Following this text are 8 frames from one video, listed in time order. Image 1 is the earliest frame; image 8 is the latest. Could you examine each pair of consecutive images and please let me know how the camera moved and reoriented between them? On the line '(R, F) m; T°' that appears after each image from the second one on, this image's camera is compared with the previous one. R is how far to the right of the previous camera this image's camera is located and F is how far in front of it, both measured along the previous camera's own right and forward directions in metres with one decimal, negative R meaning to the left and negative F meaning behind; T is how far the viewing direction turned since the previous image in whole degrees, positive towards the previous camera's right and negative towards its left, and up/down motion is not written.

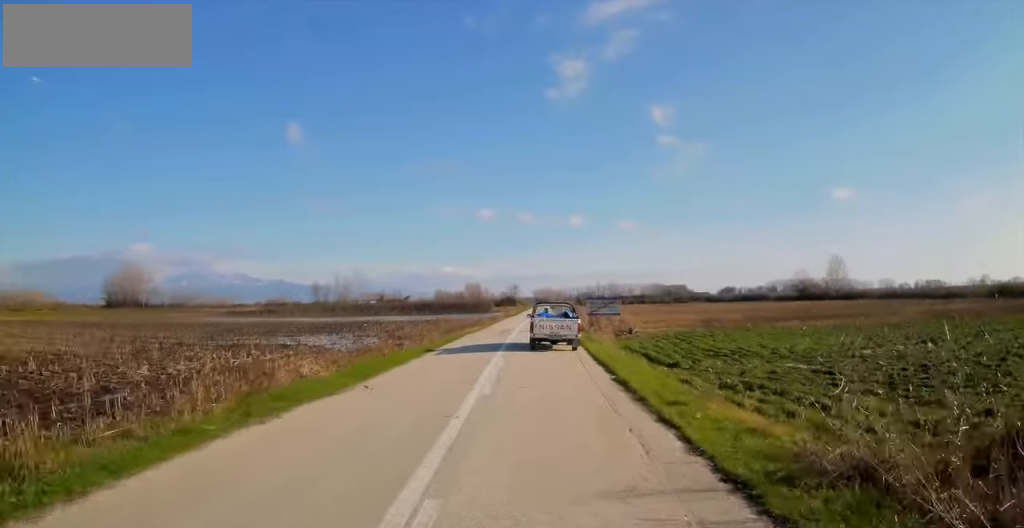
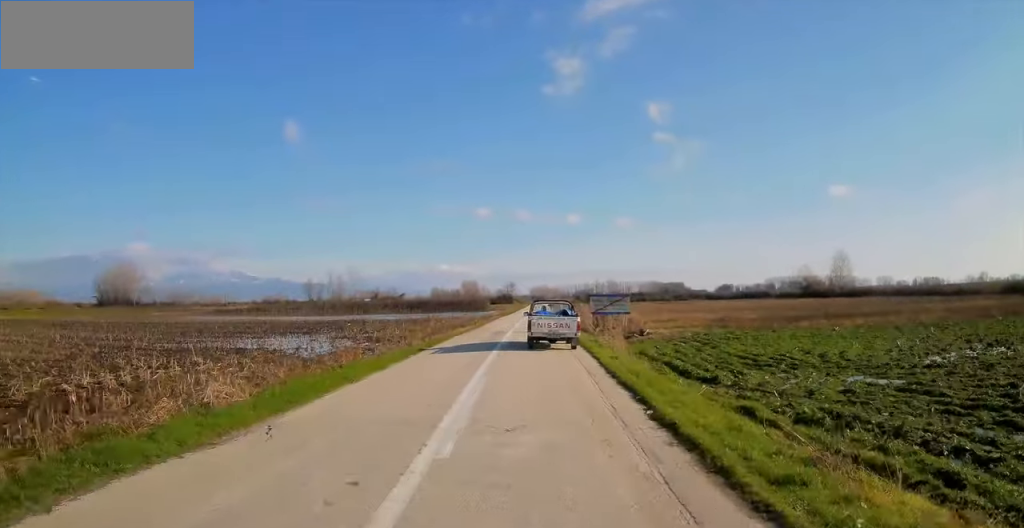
(0.0, +4.7) m; +1°
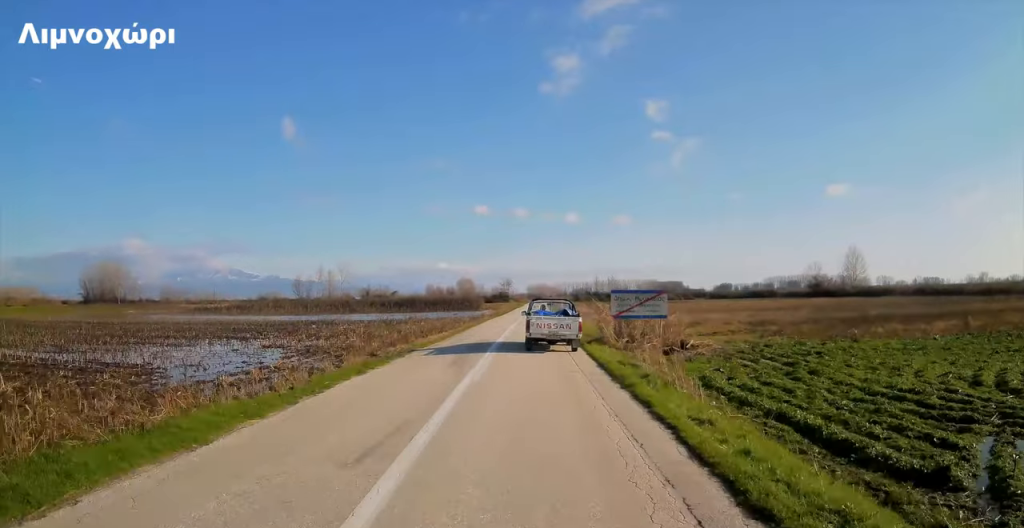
(+0.1, +9.2) m; 0°
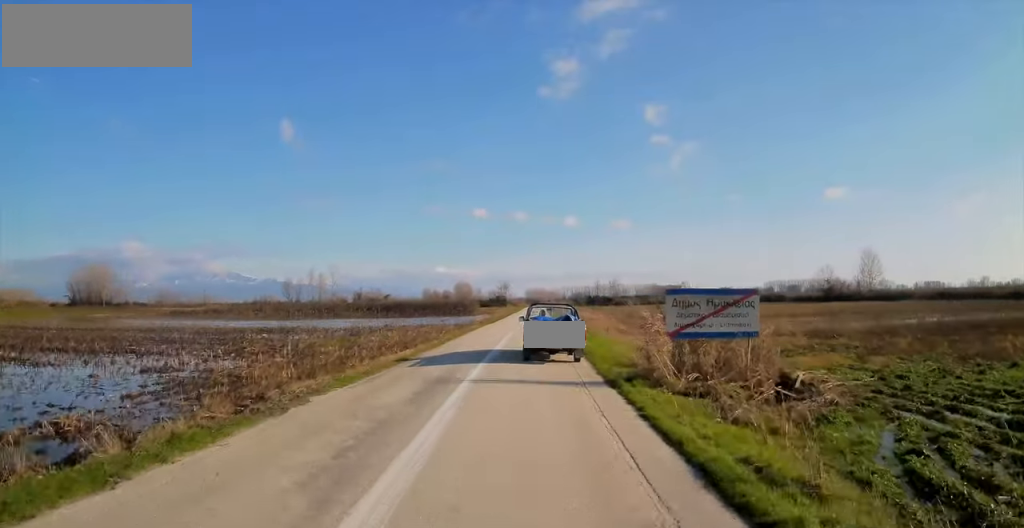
(-0.1, +9.3) m; +1°
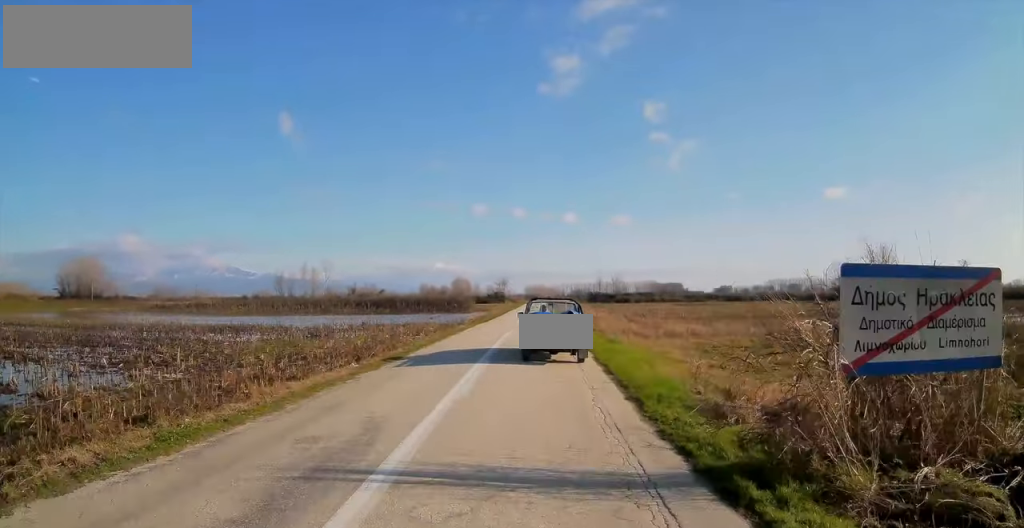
(+0.1, +7.4) m; 0°
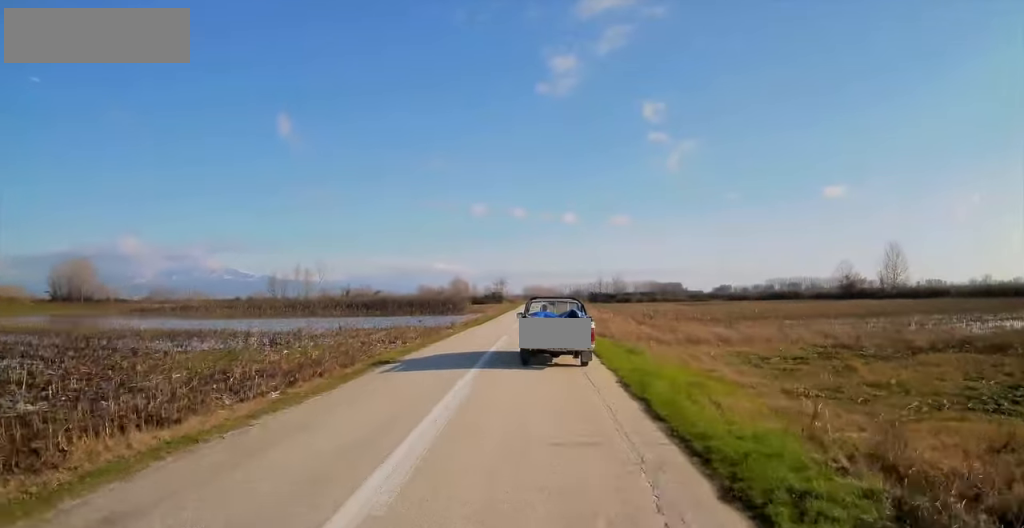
(+0.1, +5.3) m; -1°
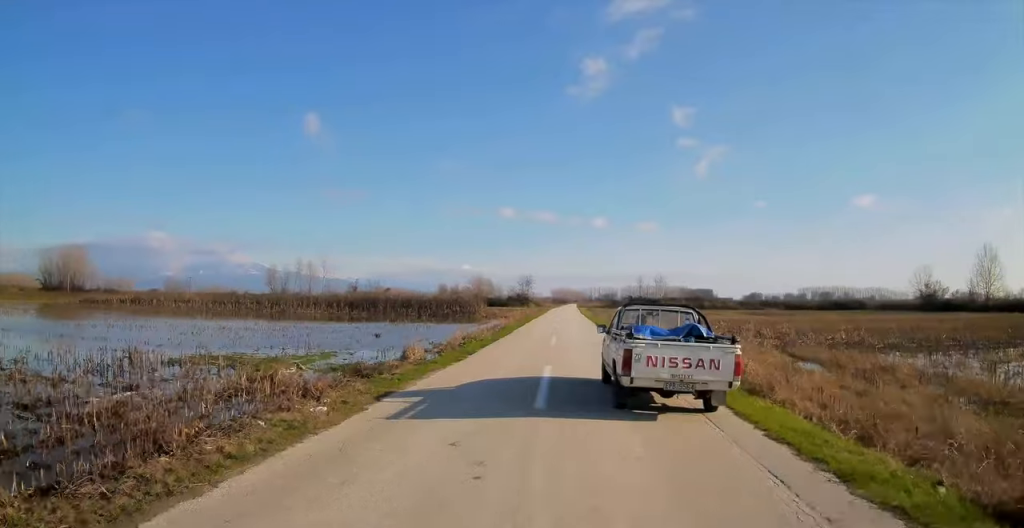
(-1.5, +24.4) m; -4°
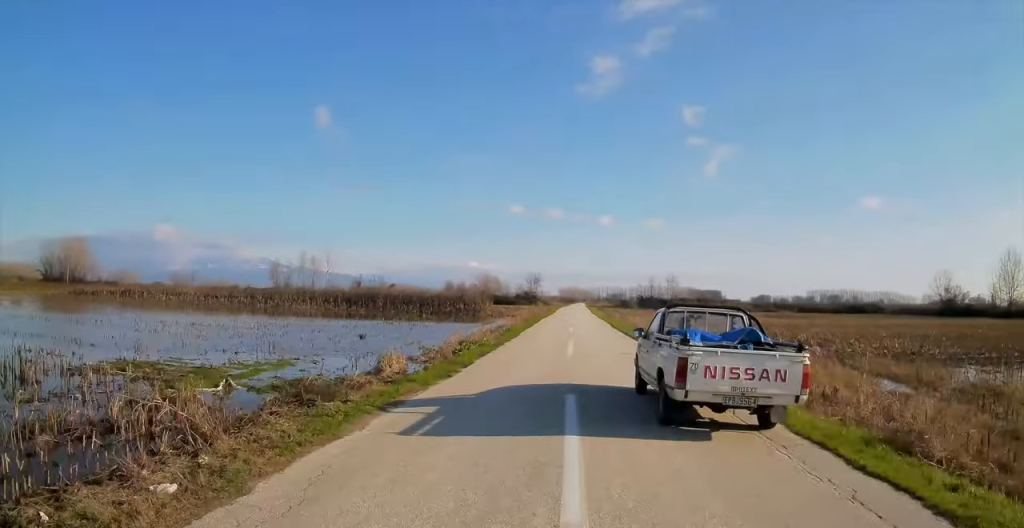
(0.0, +4.5) m; 0°
